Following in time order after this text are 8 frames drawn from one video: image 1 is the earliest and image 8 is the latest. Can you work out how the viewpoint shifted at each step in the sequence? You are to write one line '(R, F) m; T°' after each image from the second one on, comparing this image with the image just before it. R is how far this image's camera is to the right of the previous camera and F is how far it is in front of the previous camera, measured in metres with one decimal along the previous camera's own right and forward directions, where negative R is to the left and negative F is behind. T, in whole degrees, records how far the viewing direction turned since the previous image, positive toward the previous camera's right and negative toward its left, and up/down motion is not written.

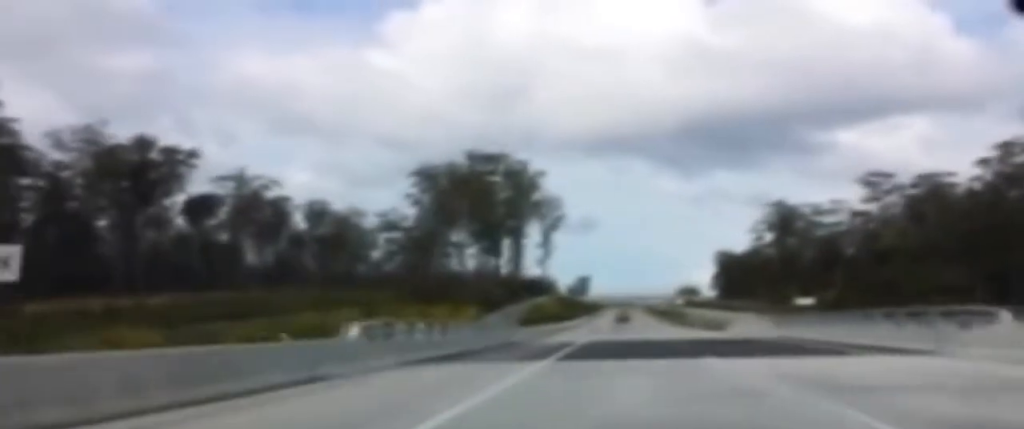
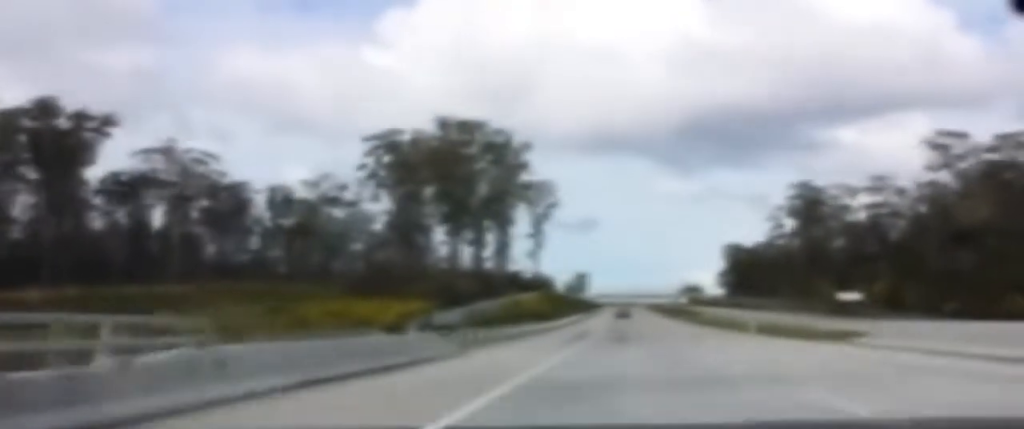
(-1.6, +37.4) m; -3°
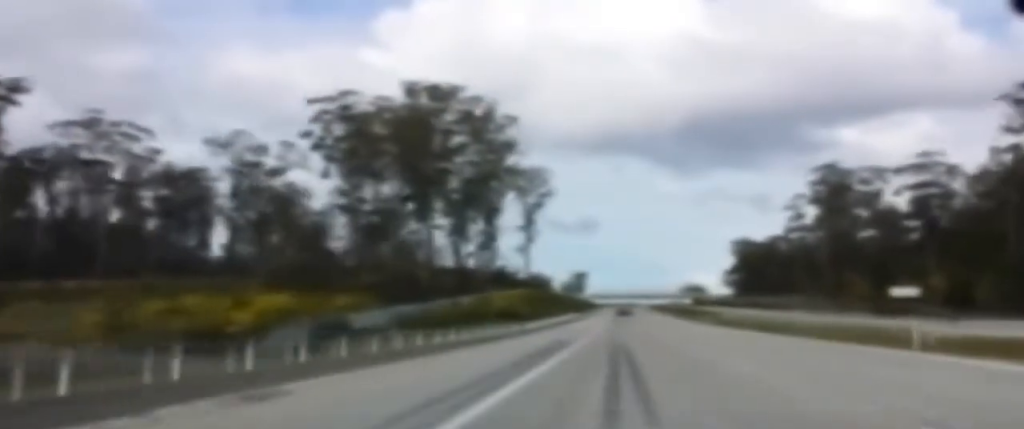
(+0.1, +29.3) m; +1°
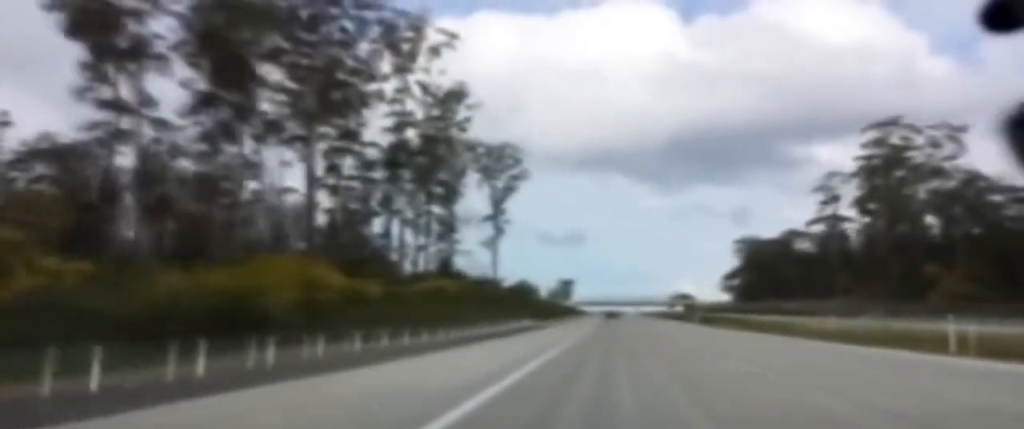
(+0.8, +64.6) m; +2°
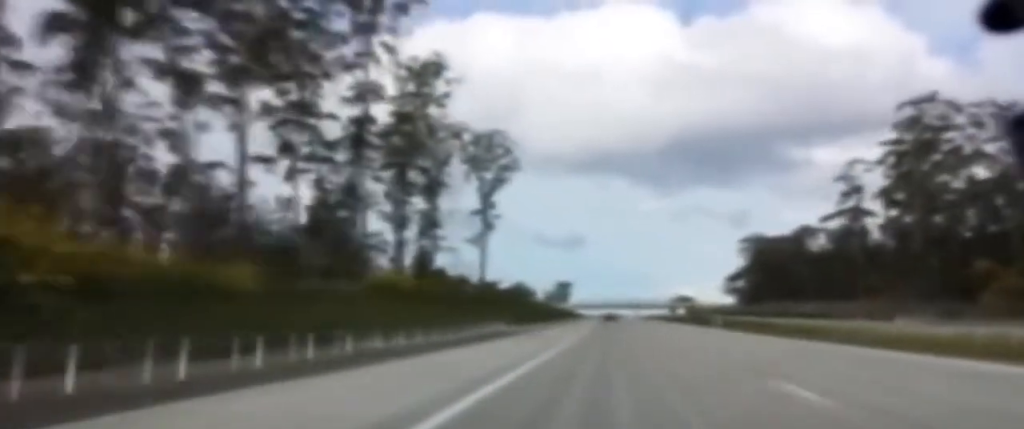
(+0.3, +18.1) m; +1°
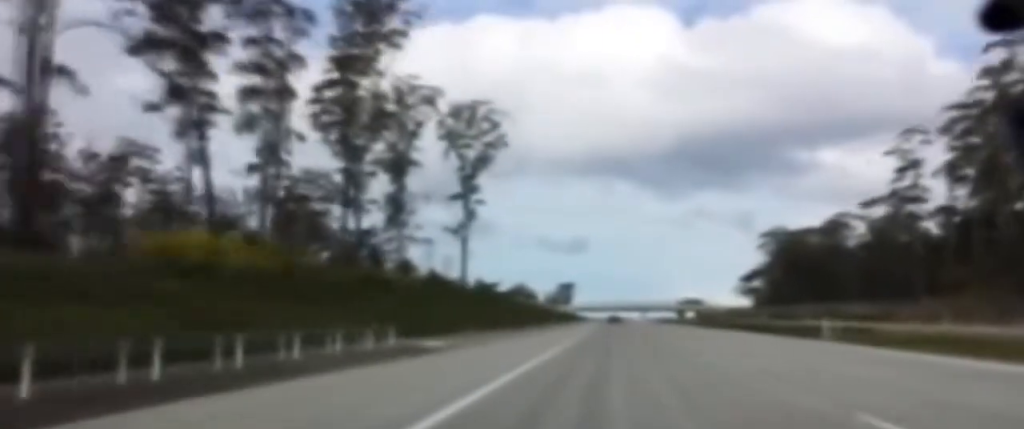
(+0.4, +30.1) m; 0°
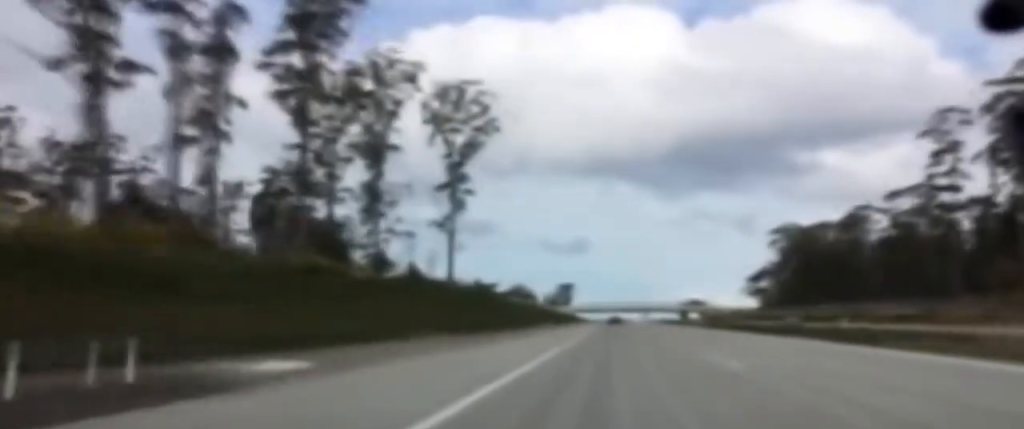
(+0.2, +15.0) m; 0°
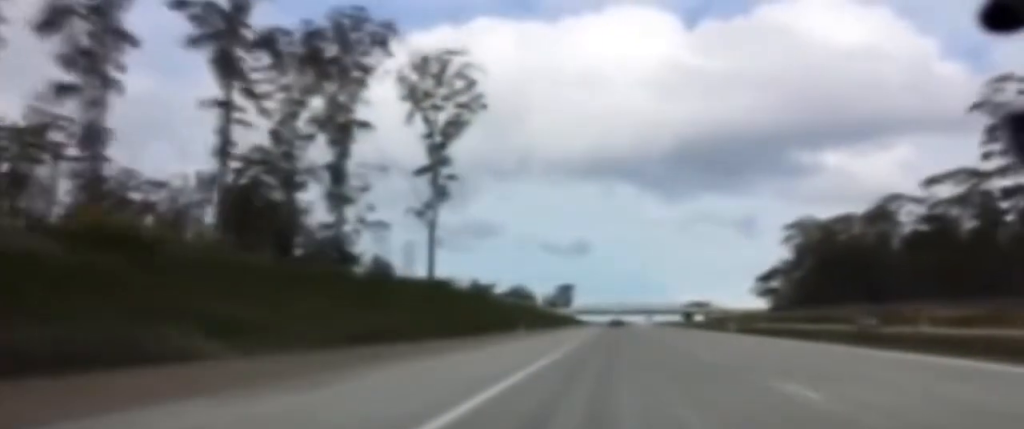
(-0.4, +17.9) m; 0°
